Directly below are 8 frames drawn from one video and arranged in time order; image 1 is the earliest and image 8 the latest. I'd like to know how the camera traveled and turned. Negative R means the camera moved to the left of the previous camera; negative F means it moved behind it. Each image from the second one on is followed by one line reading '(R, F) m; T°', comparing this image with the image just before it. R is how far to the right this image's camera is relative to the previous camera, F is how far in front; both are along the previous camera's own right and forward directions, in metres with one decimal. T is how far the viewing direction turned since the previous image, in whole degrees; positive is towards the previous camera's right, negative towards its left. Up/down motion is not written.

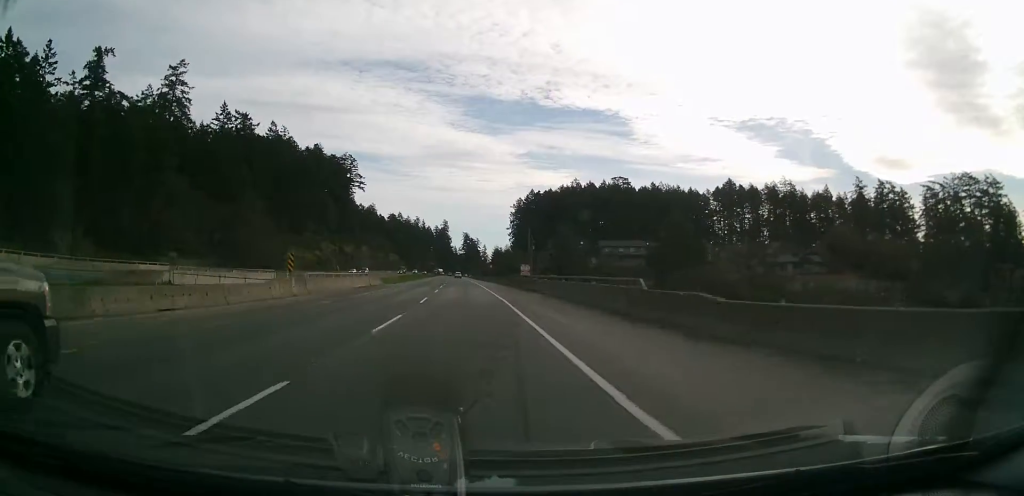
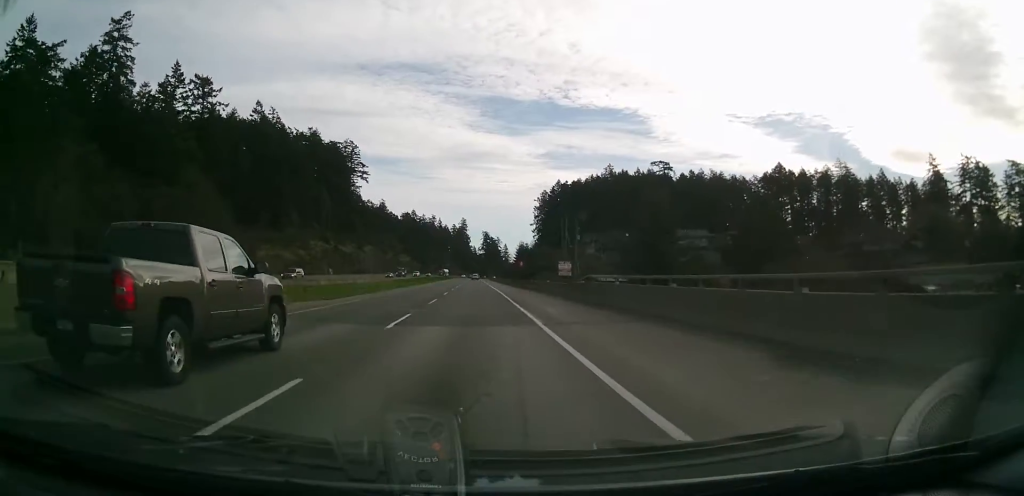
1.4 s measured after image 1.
(-1.2, +36.5) m; -3°
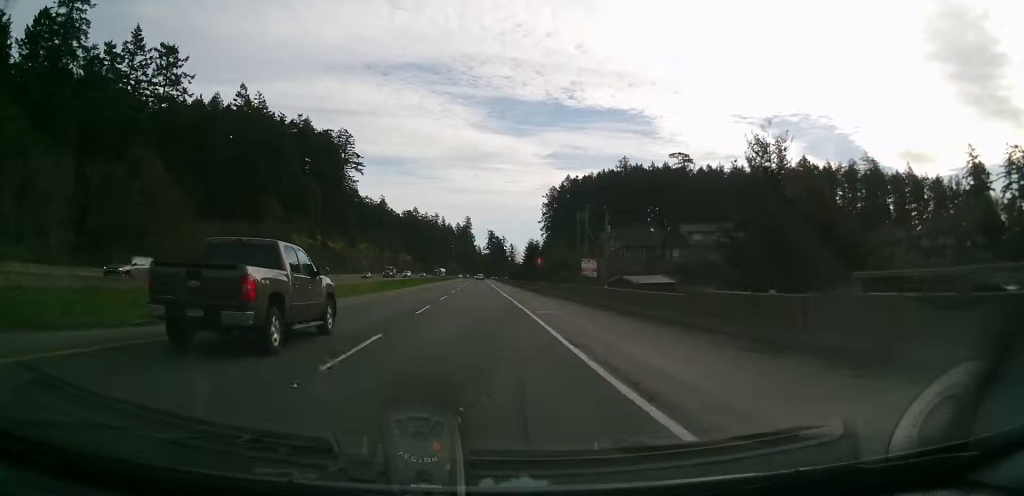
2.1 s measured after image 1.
(-0.1, +19.6) m; 0°
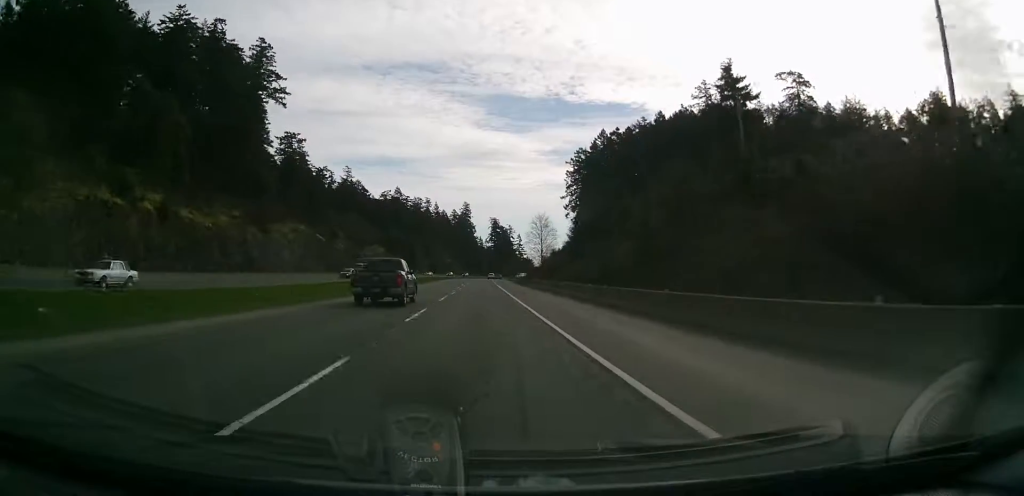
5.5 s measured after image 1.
(-1.9, +91.4) m; -2°
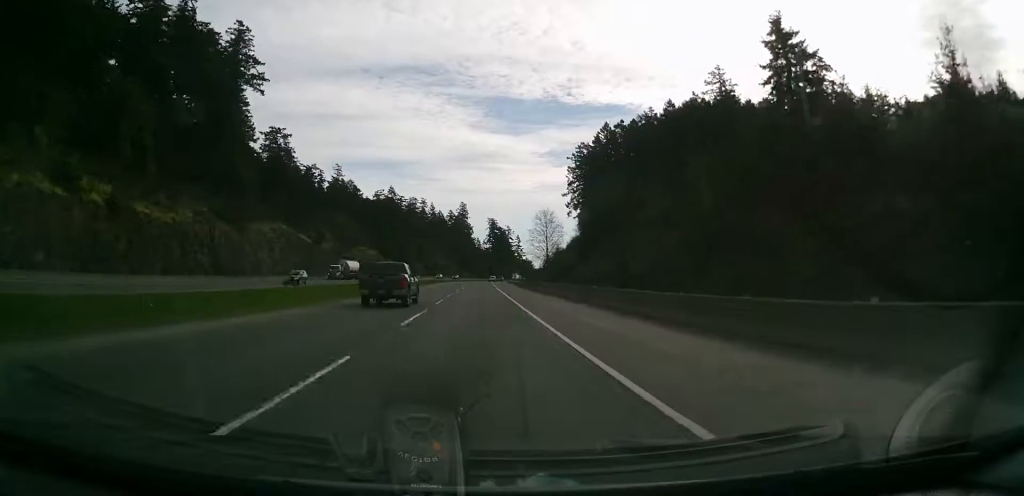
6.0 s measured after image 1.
(0.0, +12.5) m; 0°
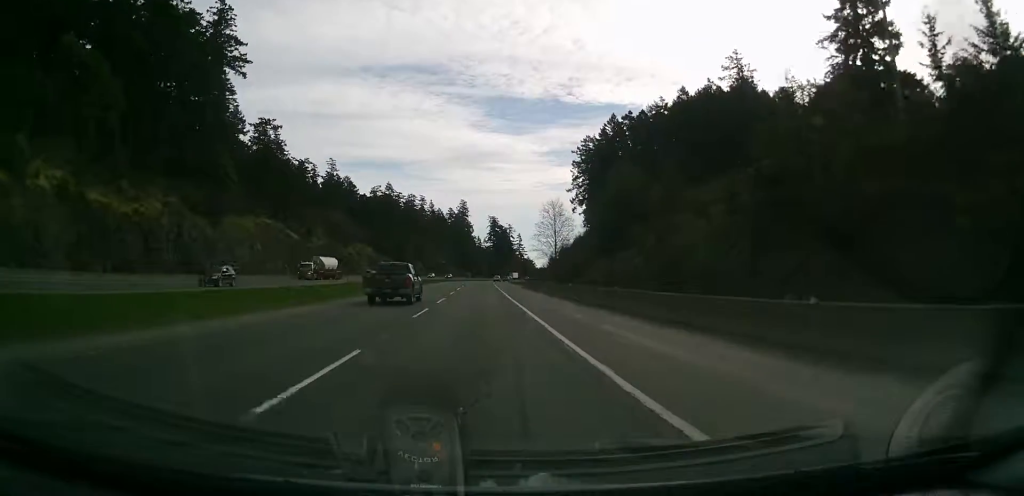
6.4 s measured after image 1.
(0.0, +10.7) m; 0°
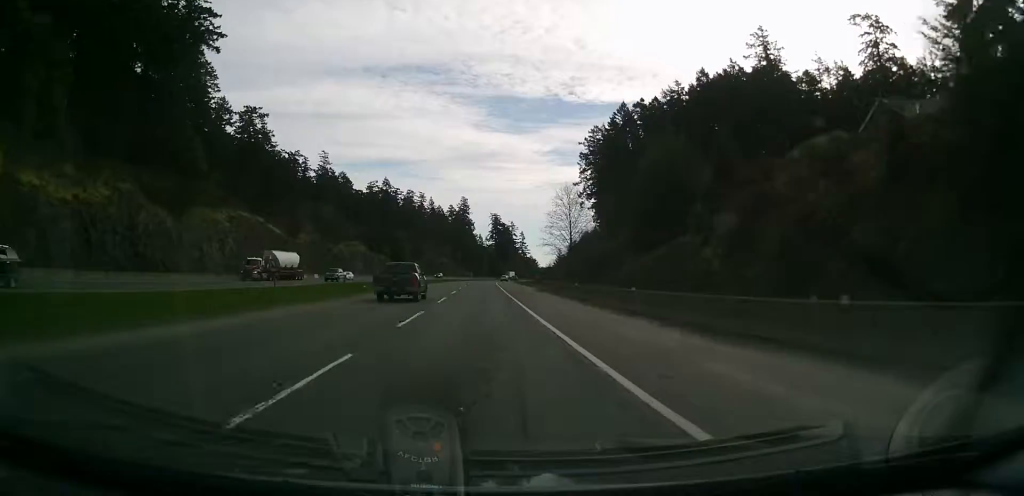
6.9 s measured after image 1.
(0.0, +13.4) m; 0°
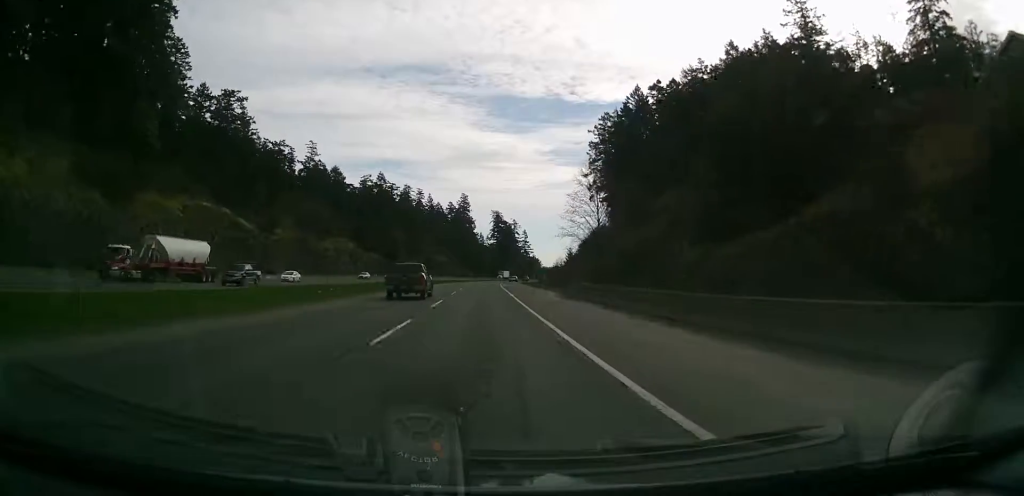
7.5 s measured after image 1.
(0.0, +17.0) m; 0°
